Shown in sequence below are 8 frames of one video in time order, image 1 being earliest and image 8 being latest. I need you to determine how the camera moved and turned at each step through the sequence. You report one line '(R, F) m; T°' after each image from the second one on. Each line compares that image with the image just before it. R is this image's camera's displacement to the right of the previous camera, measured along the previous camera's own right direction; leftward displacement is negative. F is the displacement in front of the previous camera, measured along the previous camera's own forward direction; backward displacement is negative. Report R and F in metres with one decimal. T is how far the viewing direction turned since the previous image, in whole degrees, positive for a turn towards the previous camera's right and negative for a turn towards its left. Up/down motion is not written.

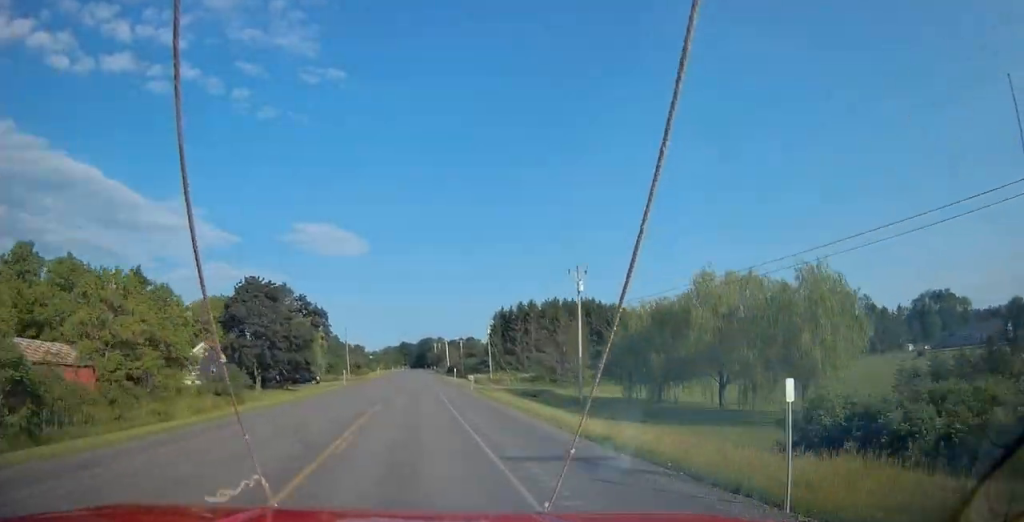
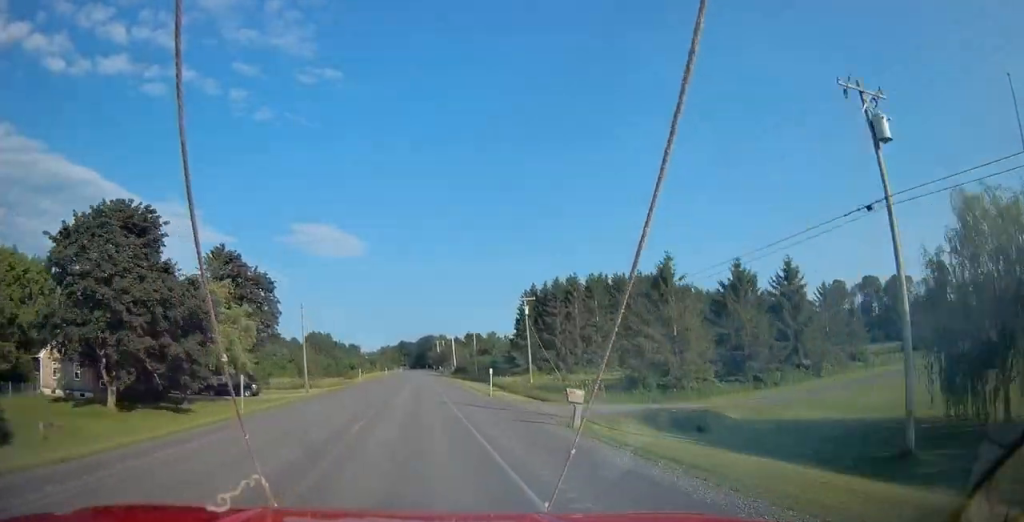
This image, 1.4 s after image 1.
(-0.2, +36.0) m; 0°
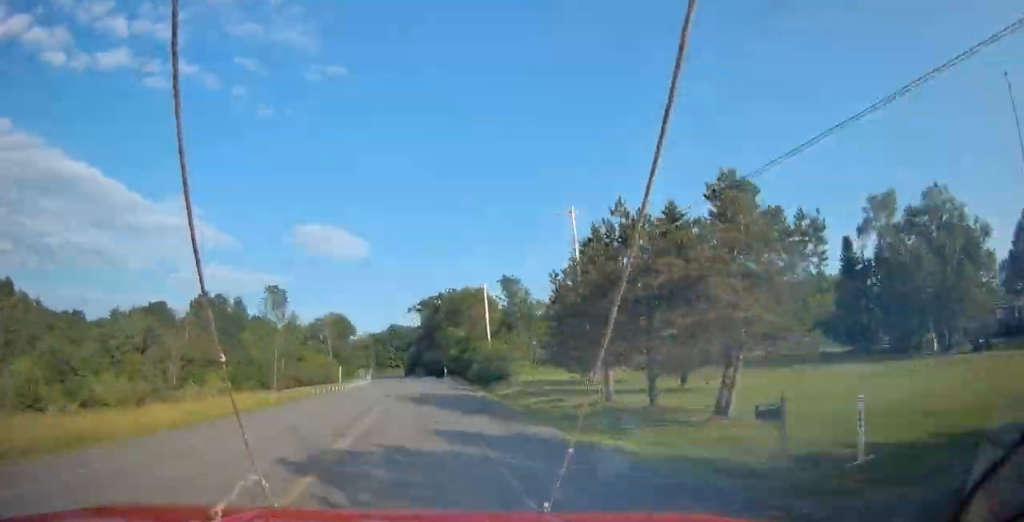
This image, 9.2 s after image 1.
(+0.9, +199.6) m; 0°
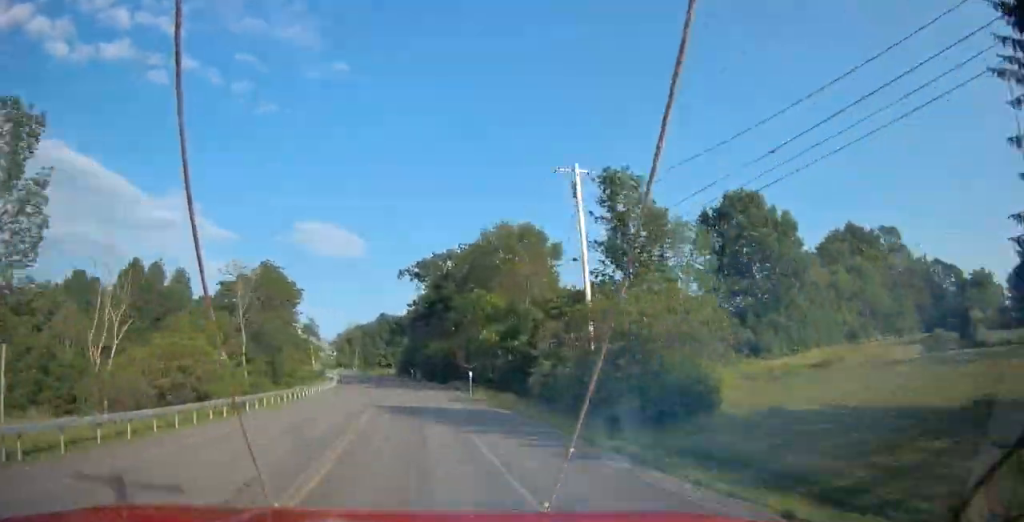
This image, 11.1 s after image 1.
(0.0, +48.6) m; -1°
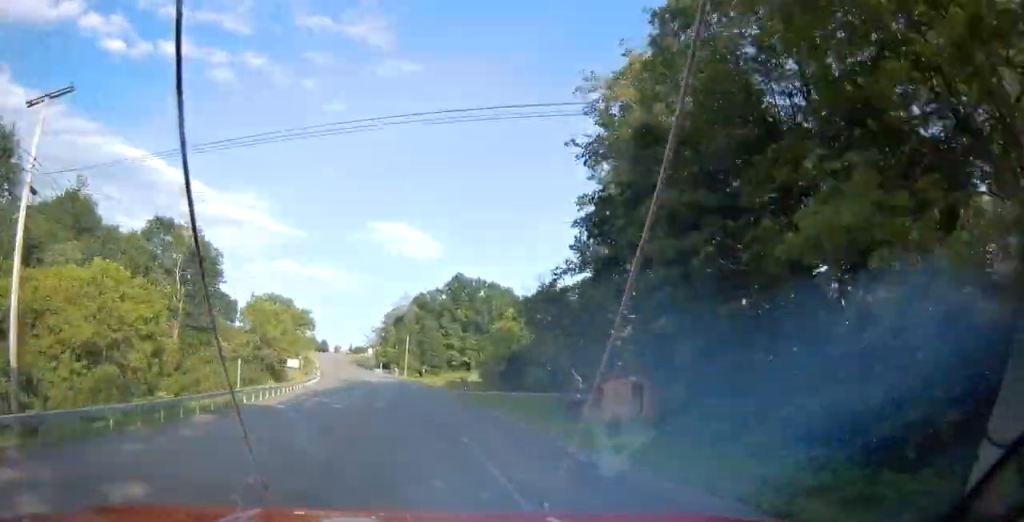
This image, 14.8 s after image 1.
(-4.1, +94.4) m; -6°
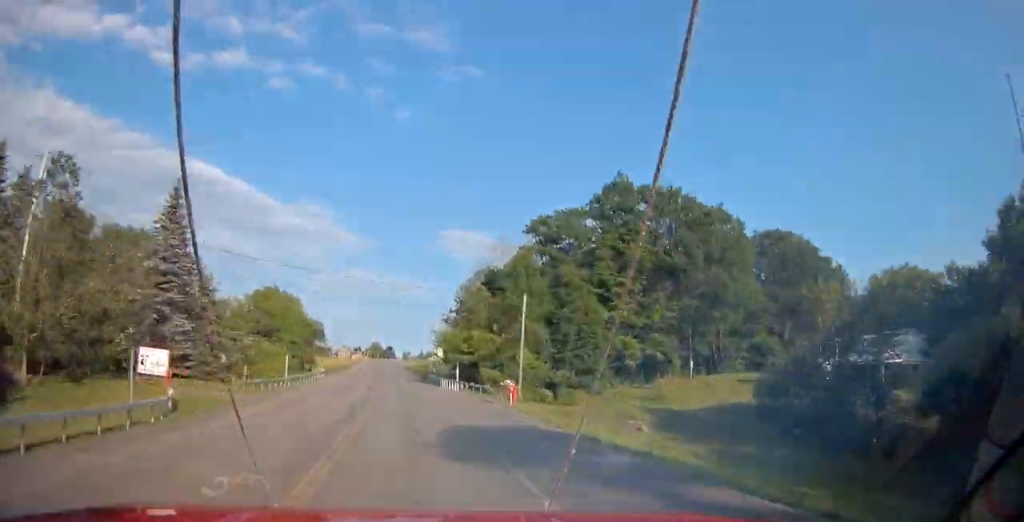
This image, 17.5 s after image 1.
(-3.6, +68.6) m; -6°
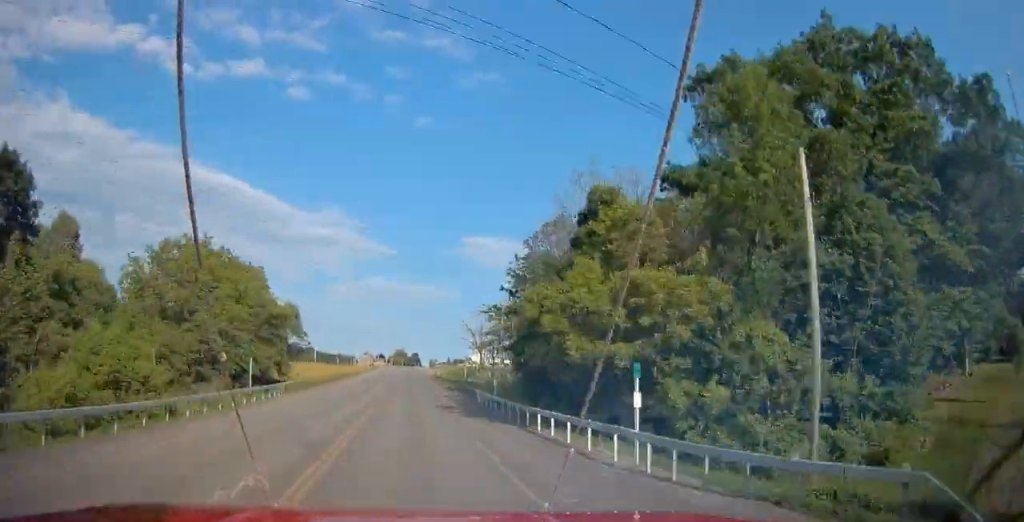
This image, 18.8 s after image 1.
(-1.3, +32.9) m; -2°
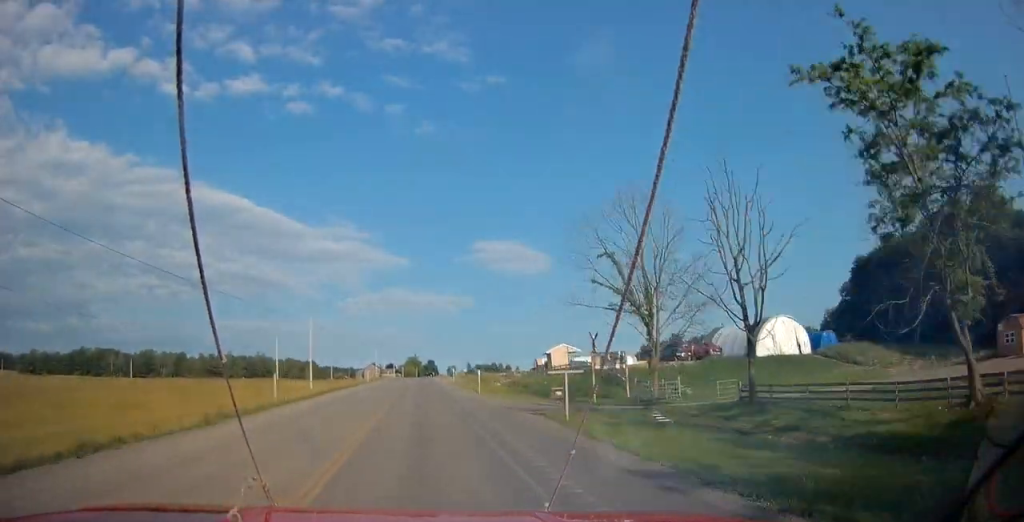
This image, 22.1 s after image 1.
(-3.0, +82.8) m; -3°
